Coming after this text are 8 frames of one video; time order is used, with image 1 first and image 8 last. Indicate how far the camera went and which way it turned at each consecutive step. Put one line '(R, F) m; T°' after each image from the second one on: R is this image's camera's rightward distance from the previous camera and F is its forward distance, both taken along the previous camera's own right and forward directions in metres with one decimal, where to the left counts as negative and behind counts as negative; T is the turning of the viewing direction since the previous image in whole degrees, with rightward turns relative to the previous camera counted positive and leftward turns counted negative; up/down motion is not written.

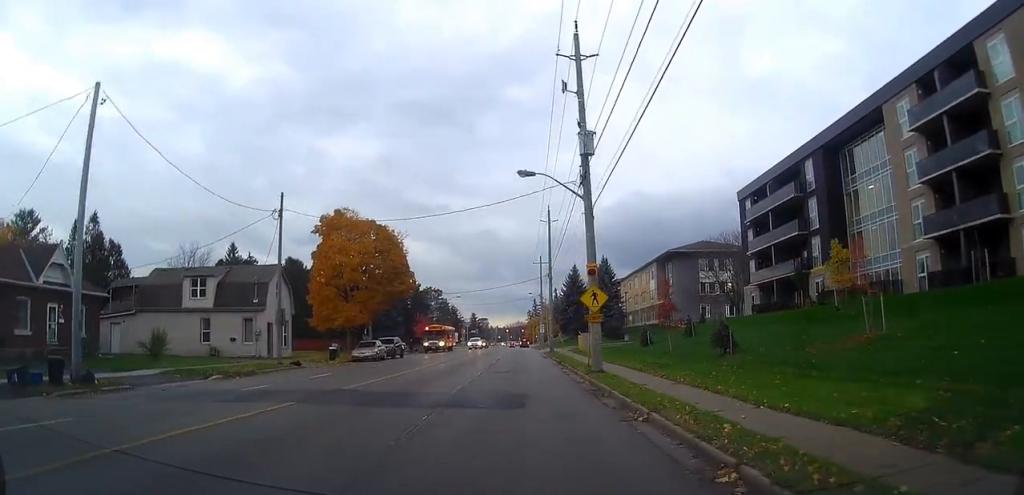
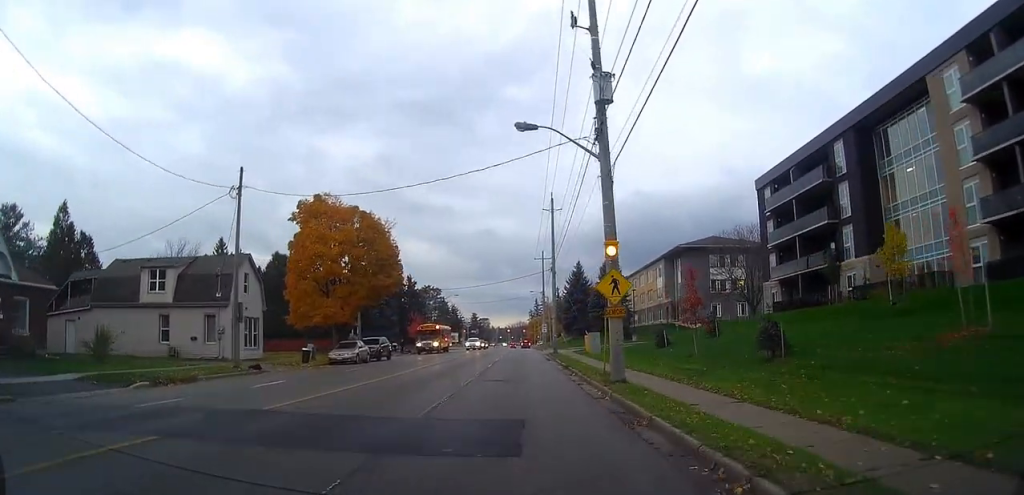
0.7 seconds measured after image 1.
(+0.1, +5.8) m; +1°
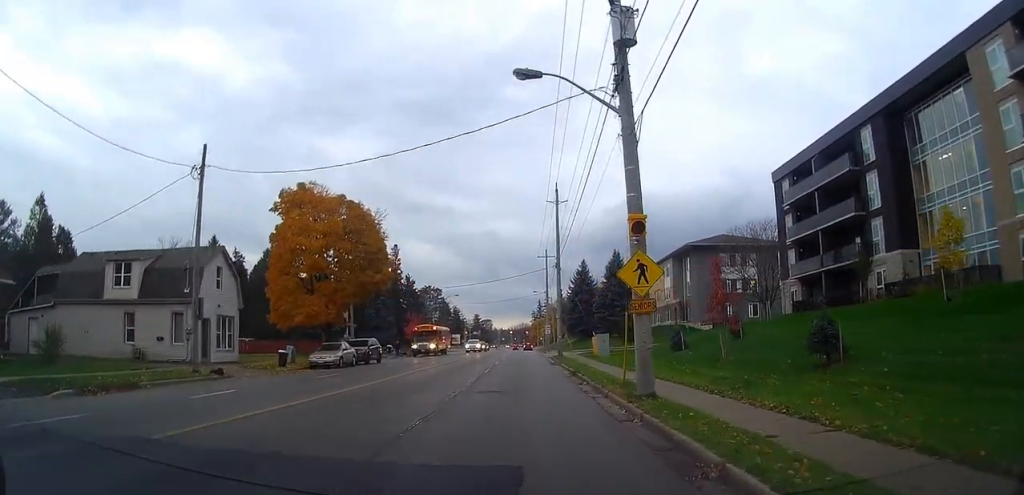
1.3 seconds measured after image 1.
(0.0, +4.3) m; 0°
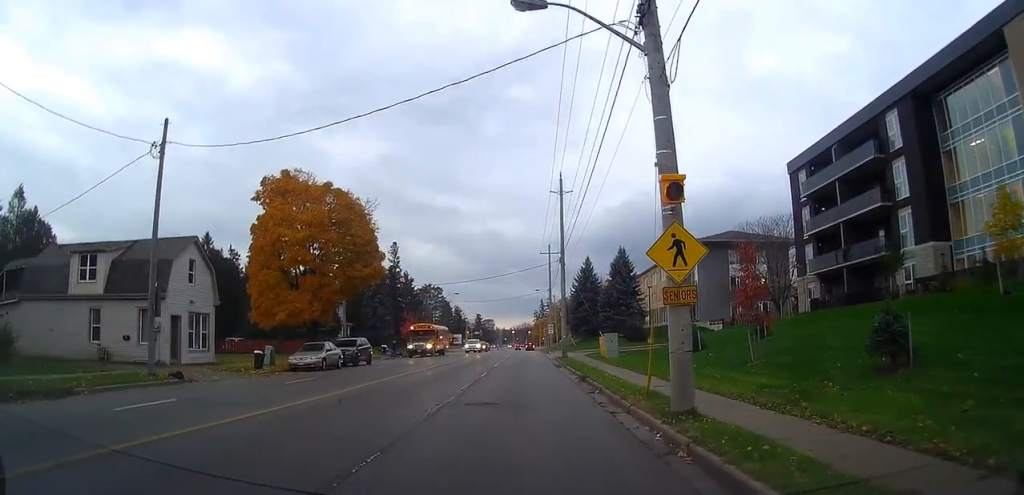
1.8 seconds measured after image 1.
(0.0, +3.6) m; 0°
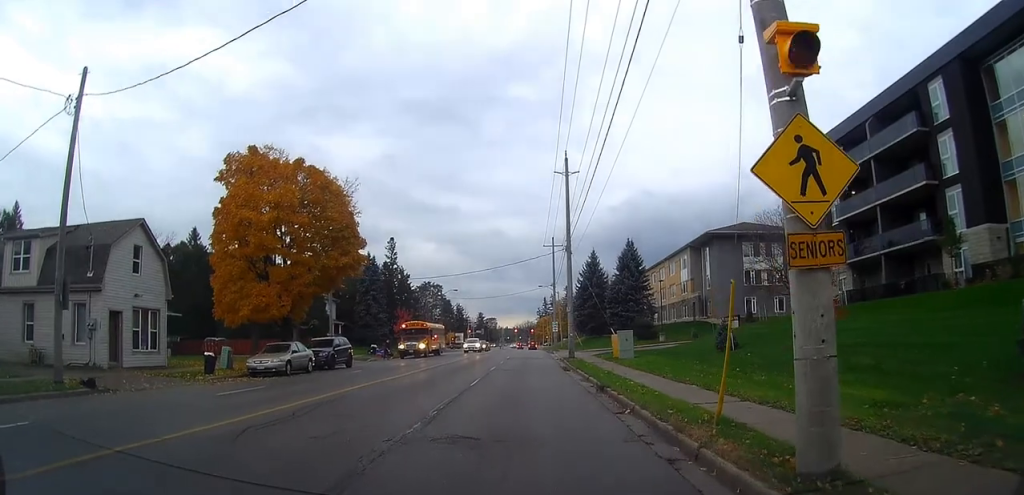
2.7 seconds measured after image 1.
(0.0, +5.8) m; 0°
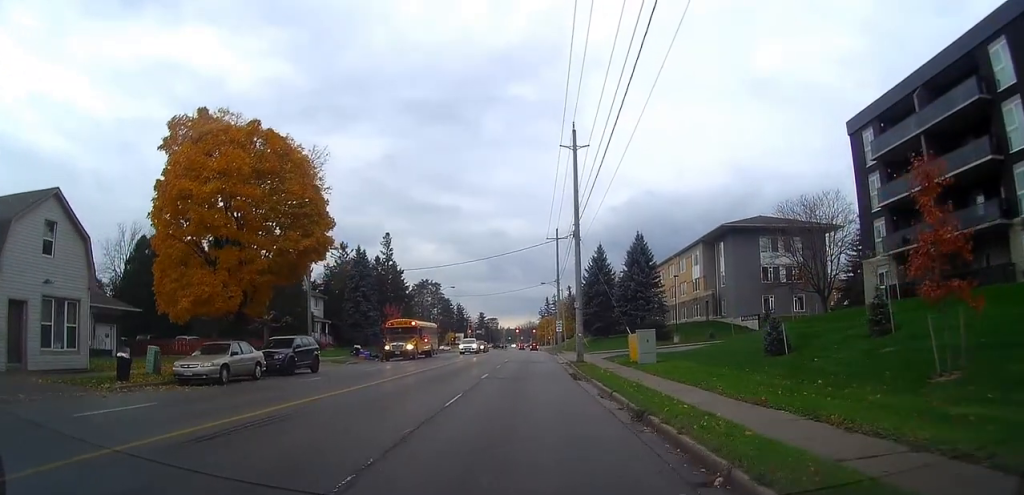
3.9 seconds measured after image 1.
(+0.1, +6.9) m; +1°
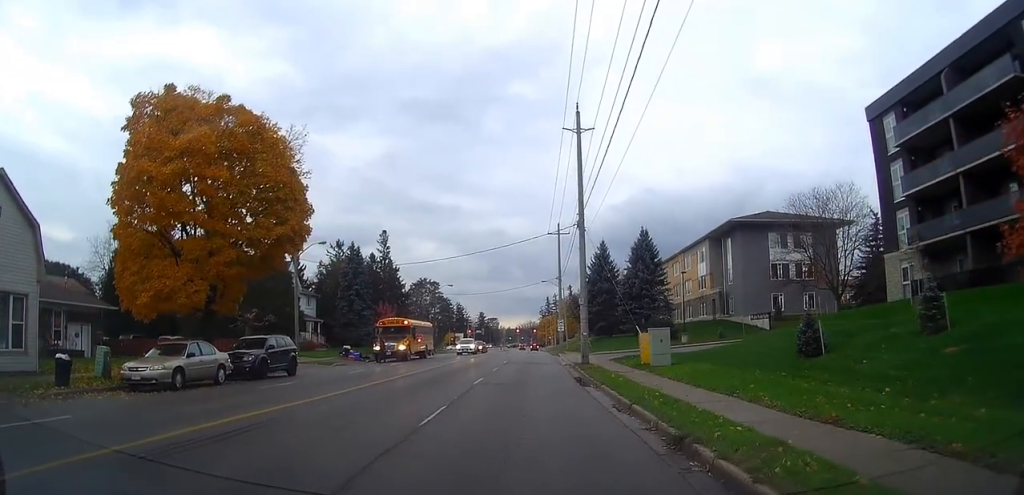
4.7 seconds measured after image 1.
(0.0, +3.4) m; -1°
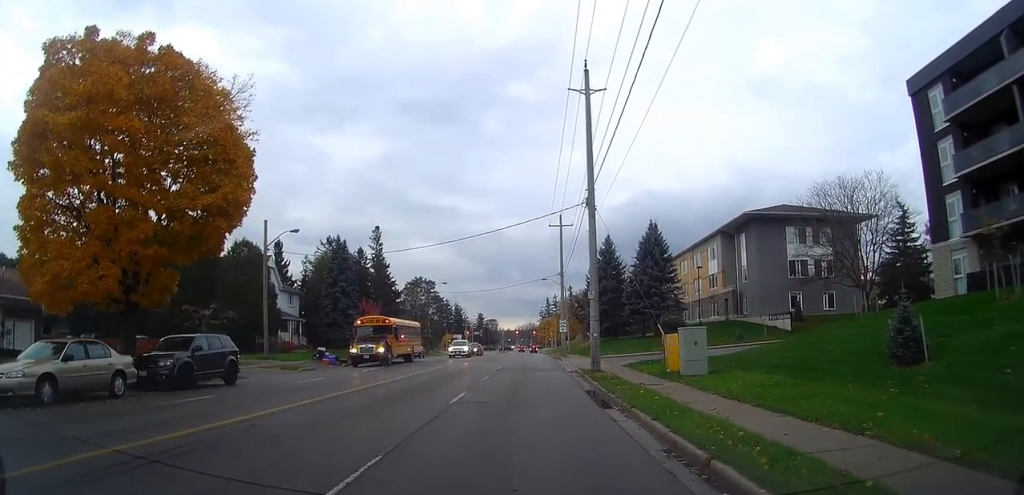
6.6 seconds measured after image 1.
(-0.2, +6.7) m; -3°
